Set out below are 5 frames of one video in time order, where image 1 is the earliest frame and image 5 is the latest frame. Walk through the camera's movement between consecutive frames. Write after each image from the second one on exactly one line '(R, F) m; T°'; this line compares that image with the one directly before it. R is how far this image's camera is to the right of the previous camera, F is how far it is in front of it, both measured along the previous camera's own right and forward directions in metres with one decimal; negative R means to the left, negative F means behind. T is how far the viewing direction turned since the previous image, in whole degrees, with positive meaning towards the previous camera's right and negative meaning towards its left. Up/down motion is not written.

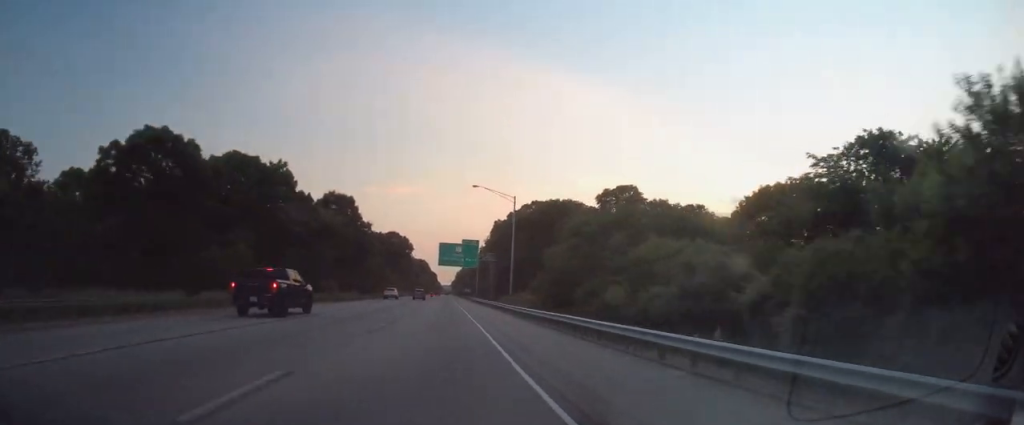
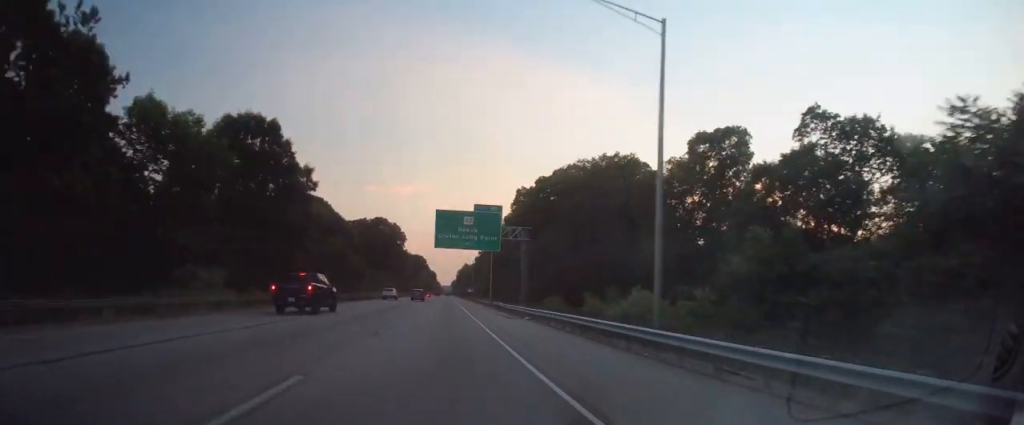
(-0.4, +36.9) m; 0°
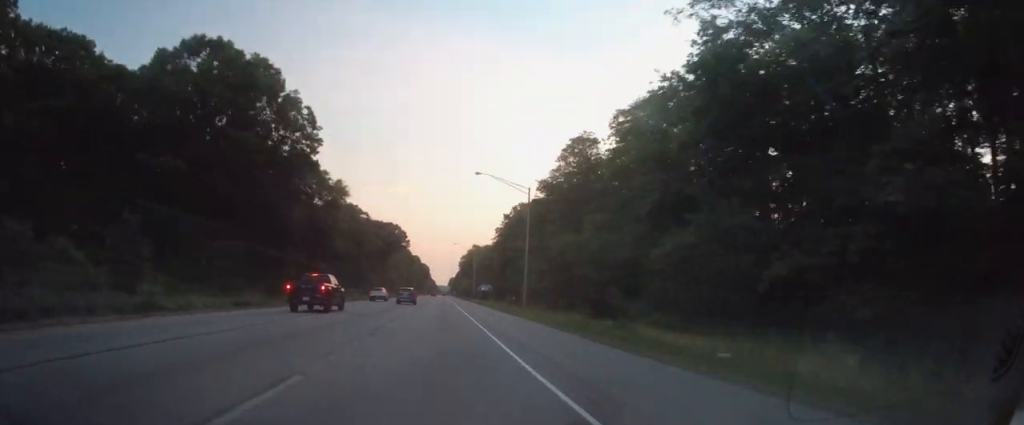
(+1.2, +109.2) m; +1°
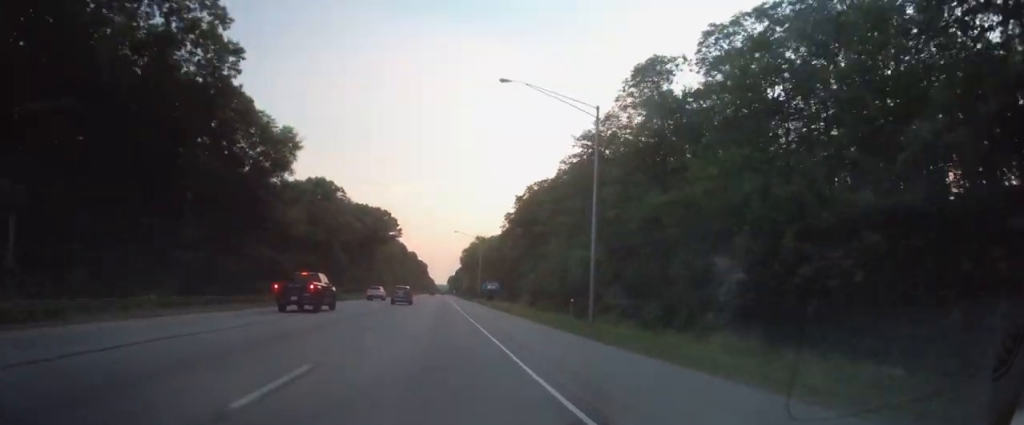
(-0.1, +22.7) m; 0°
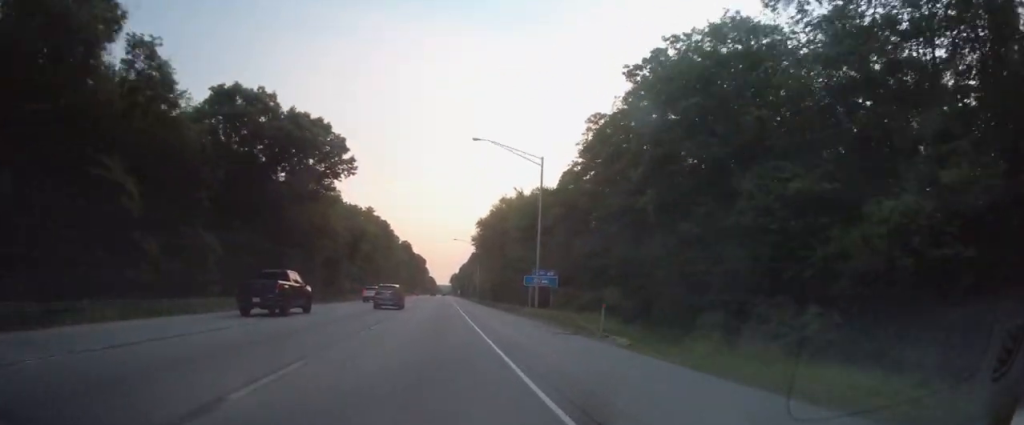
(-0.6, +60.7) m; 0°
